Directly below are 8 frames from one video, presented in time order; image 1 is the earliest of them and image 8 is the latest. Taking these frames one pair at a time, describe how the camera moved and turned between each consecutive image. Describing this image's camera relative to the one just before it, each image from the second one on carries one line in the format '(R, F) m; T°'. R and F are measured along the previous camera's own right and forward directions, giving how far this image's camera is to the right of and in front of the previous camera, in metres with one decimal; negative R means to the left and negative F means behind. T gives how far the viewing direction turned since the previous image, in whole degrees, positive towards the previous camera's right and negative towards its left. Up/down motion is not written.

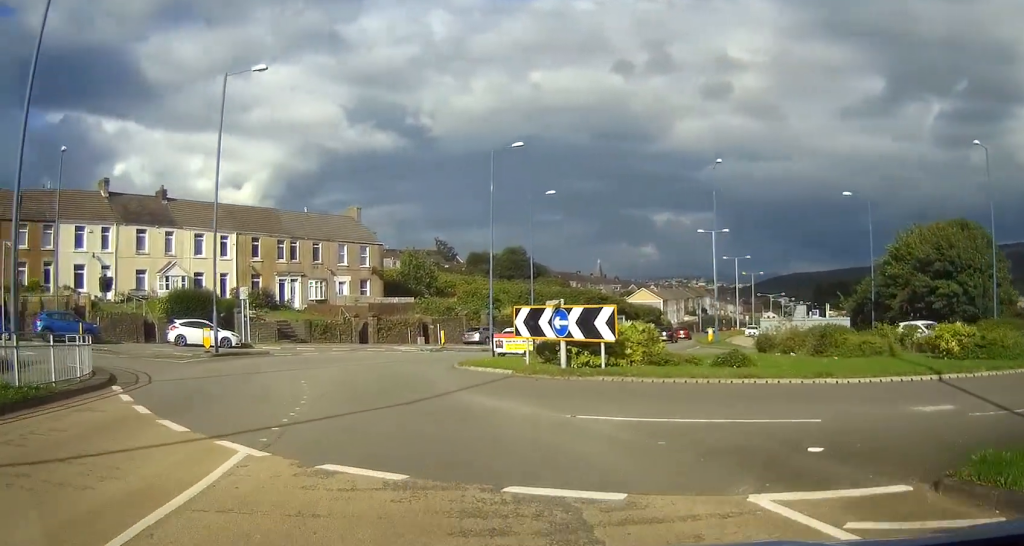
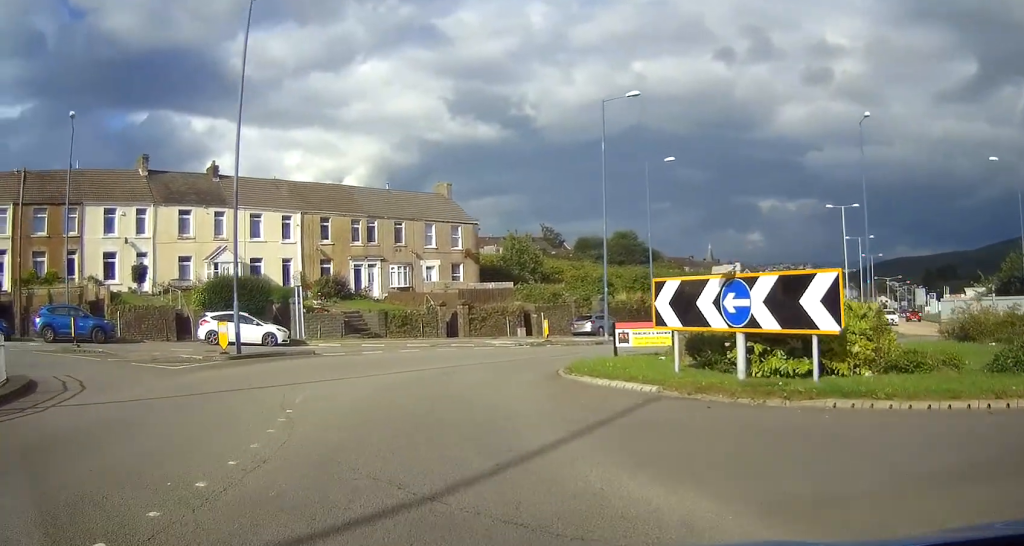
(-0.7, +8.5) m; -9°
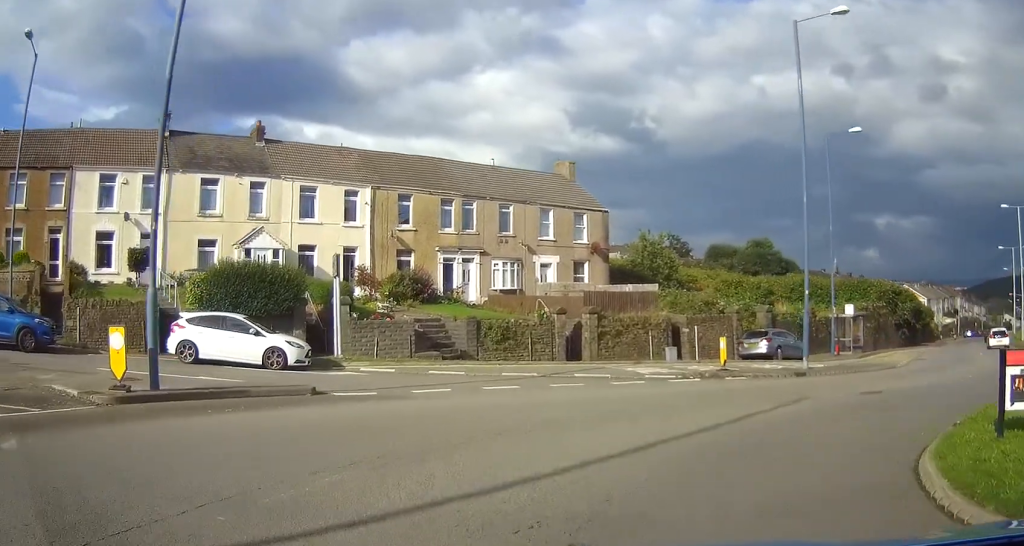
(-1.4, +12.6) m; -6°
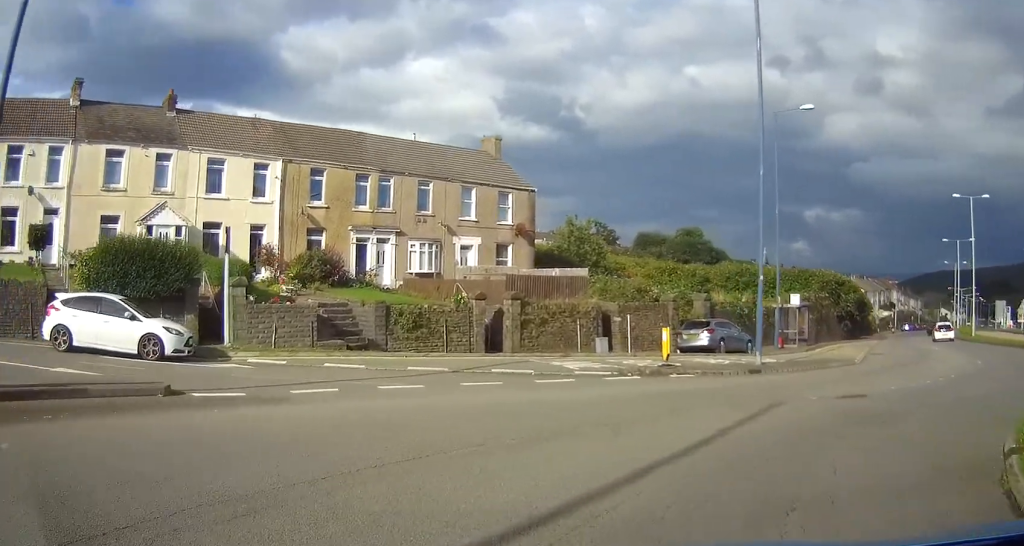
(-0.1, +3.2) m; +5°
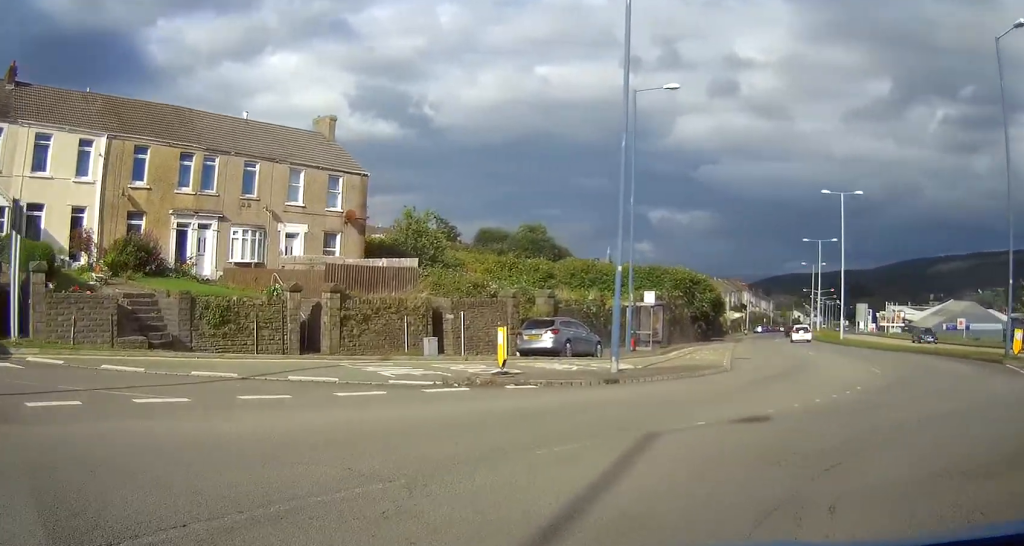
(+0.4, +3.6) m; +9°
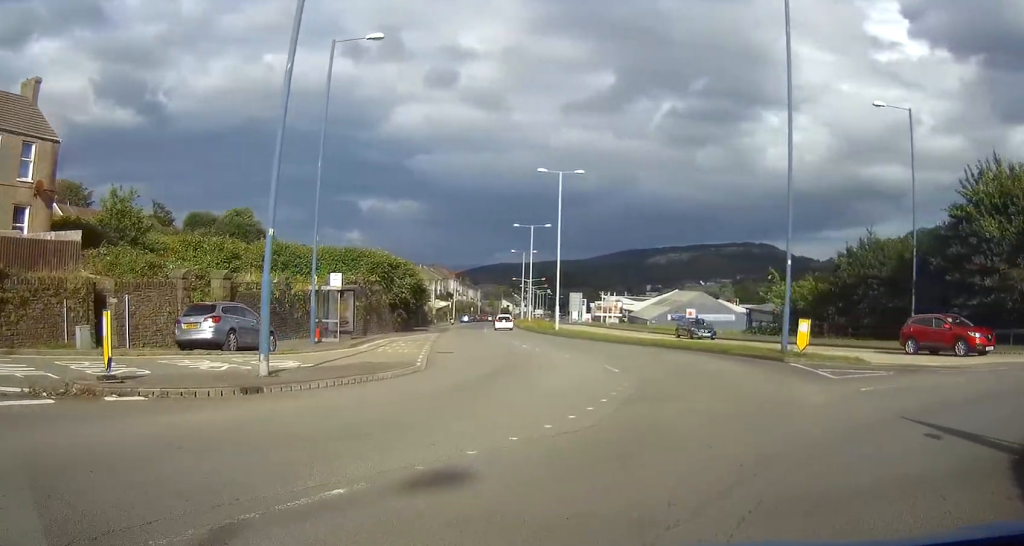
(+0.6, +5.0) m; +19°
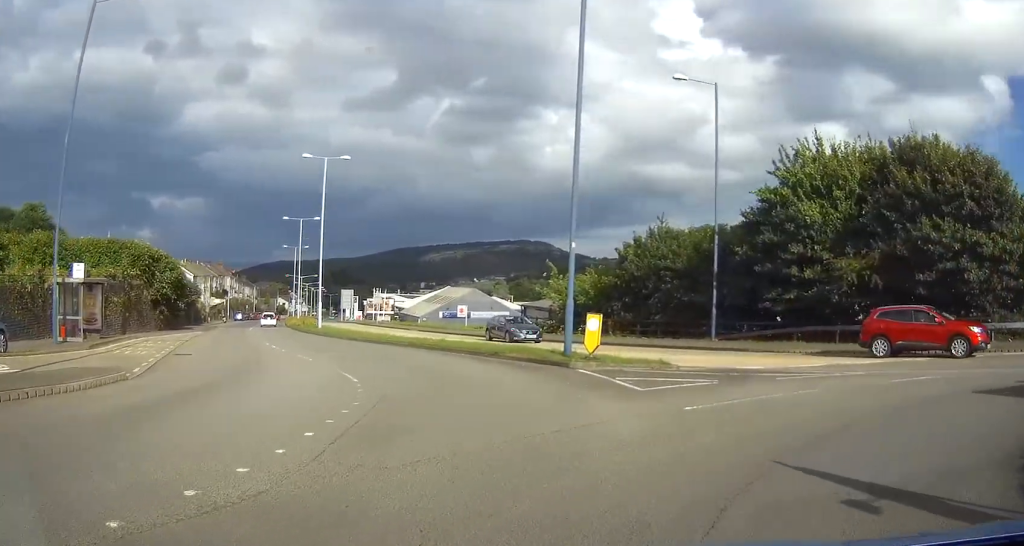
(+0.3, +3.9) m; +20°
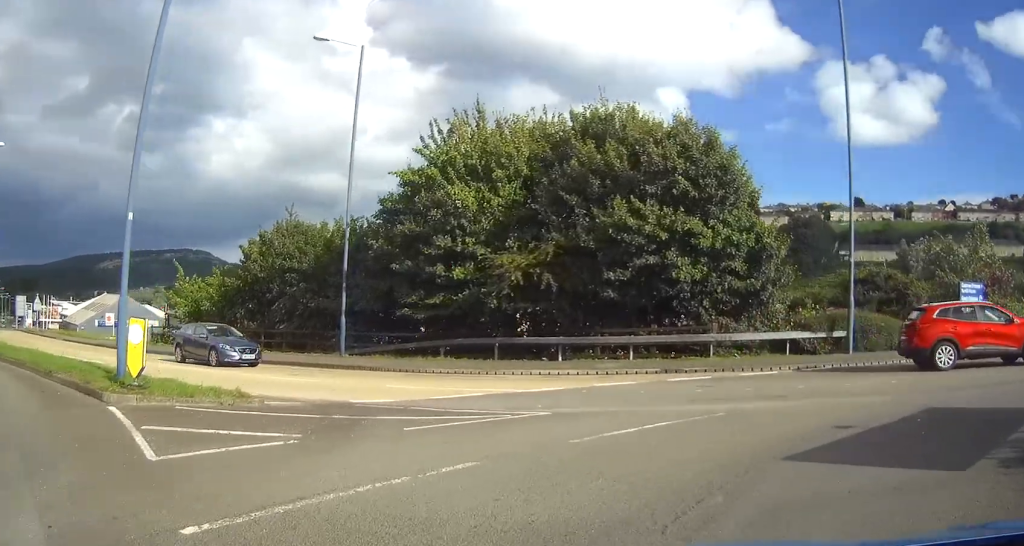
(+2.0, +6.0) m; +26°
